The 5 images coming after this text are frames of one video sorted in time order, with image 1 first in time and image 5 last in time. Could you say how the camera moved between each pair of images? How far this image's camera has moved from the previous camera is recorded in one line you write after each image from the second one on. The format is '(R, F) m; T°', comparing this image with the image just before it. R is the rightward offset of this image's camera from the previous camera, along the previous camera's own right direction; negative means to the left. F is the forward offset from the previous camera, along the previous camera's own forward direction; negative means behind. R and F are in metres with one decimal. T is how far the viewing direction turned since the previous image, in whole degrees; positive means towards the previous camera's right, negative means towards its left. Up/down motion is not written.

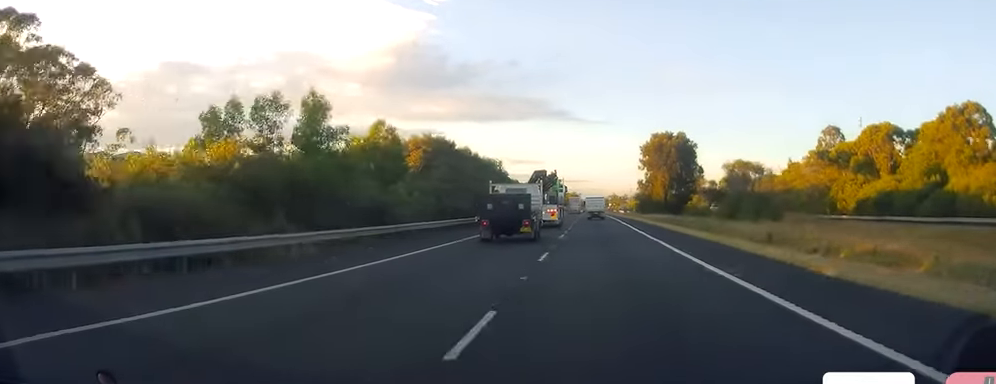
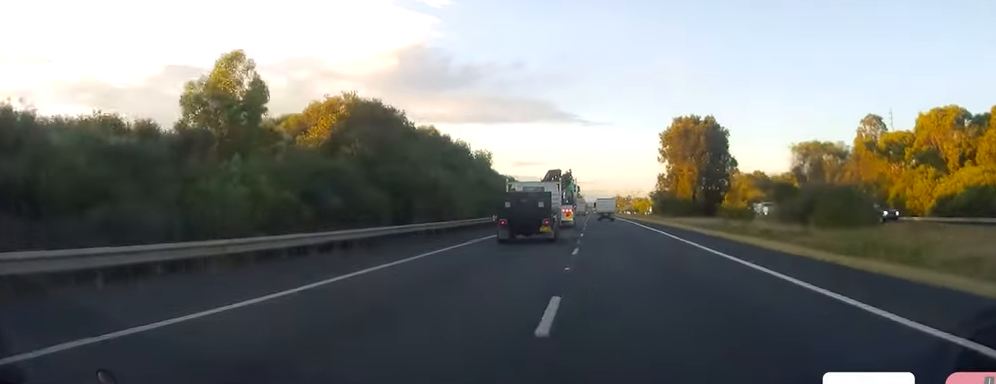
(+0.2, +23.1) m; 0°
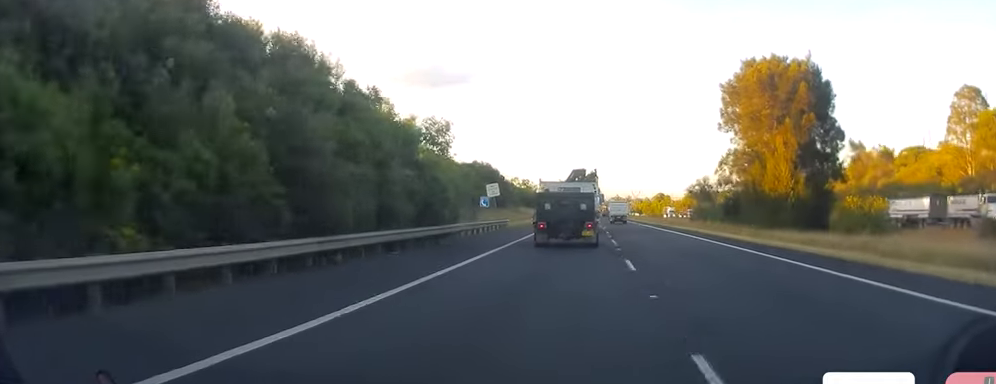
(-1.0, +40.2) m; -2°
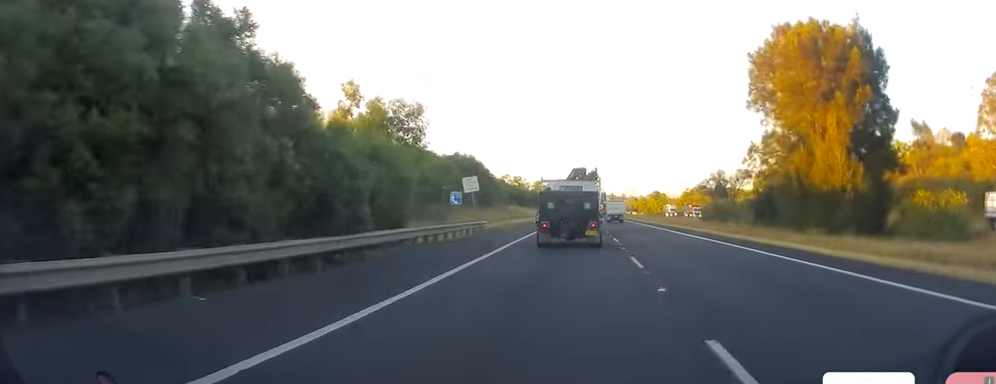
(-0.4, +11.4) m; 0°
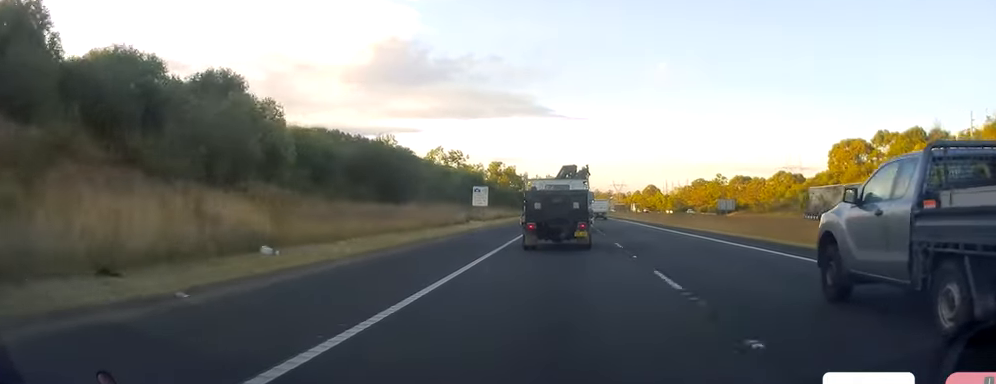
(+3.4, +101.7) m; +2°
